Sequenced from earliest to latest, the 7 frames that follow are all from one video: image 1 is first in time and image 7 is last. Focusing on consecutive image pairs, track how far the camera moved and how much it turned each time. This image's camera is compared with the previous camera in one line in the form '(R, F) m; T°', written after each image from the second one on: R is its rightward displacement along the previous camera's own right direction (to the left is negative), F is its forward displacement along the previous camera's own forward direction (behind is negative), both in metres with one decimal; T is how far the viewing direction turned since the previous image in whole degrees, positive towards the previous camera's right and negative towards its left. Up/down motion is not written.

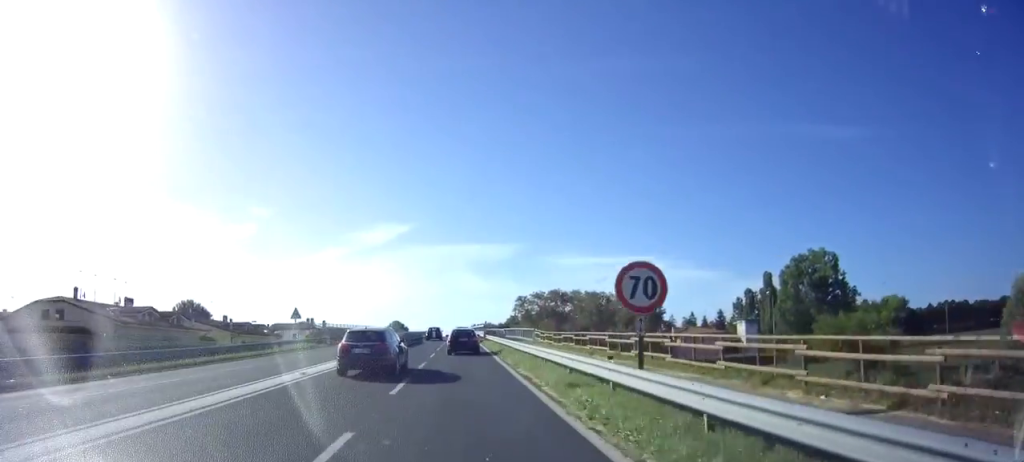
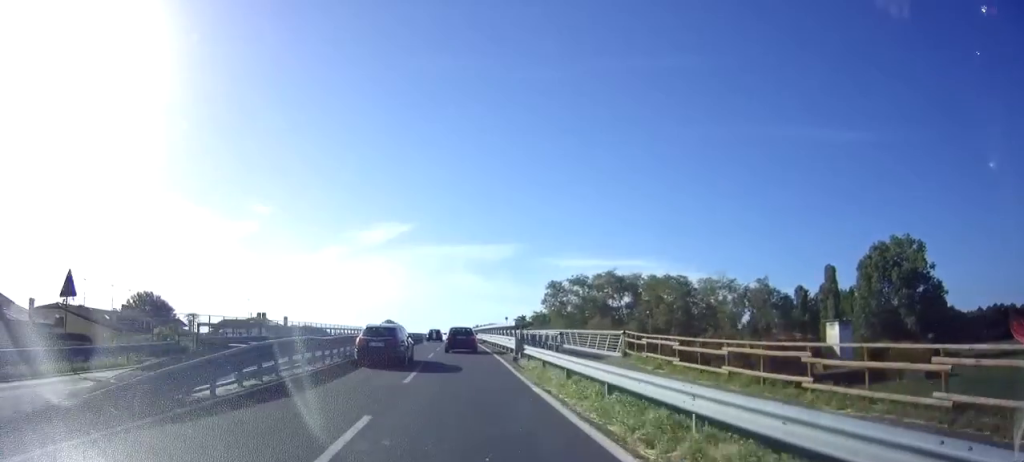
(0.0, +28.4) m; 0°
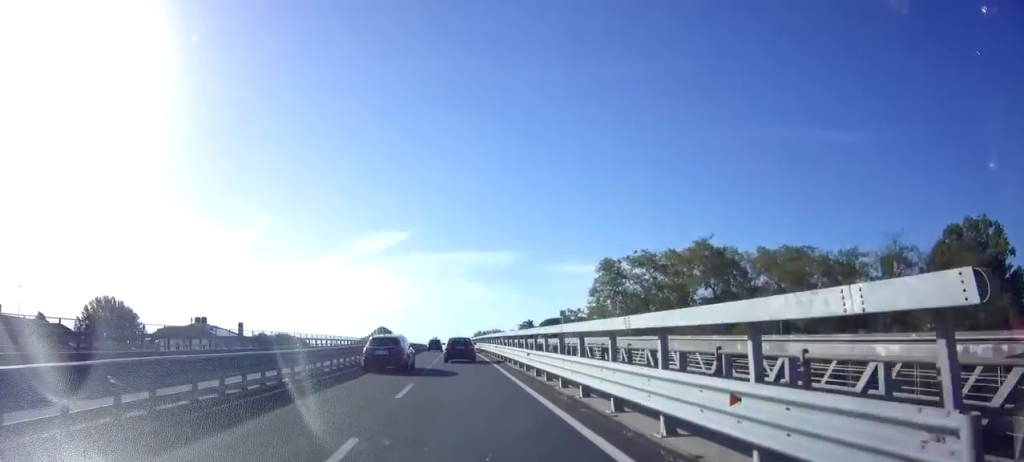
(+0.1, +20.6) m; 0°
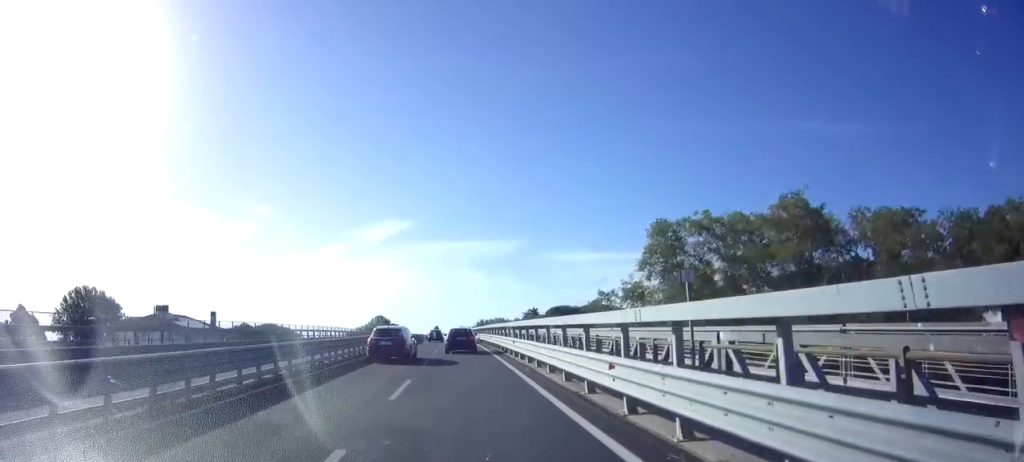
(0.0, +10.2) m; 0°
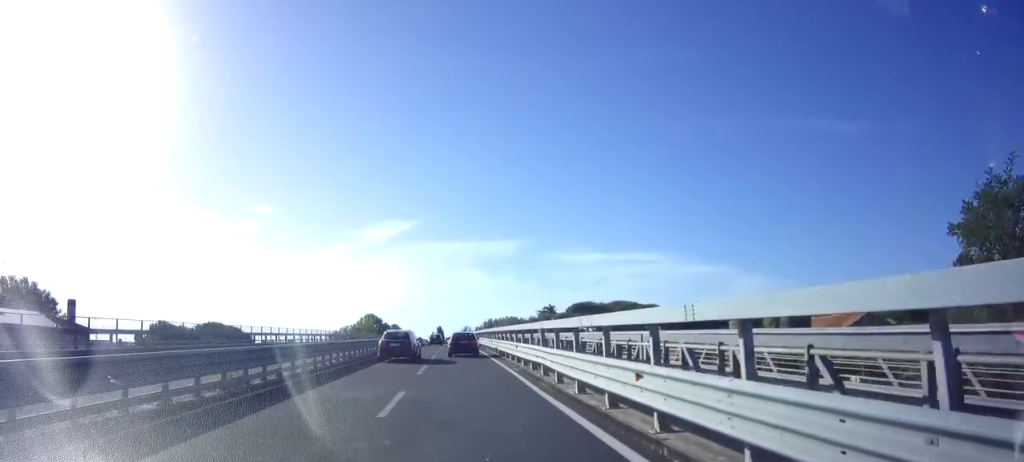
(-0.2, +28.3) m; -1°
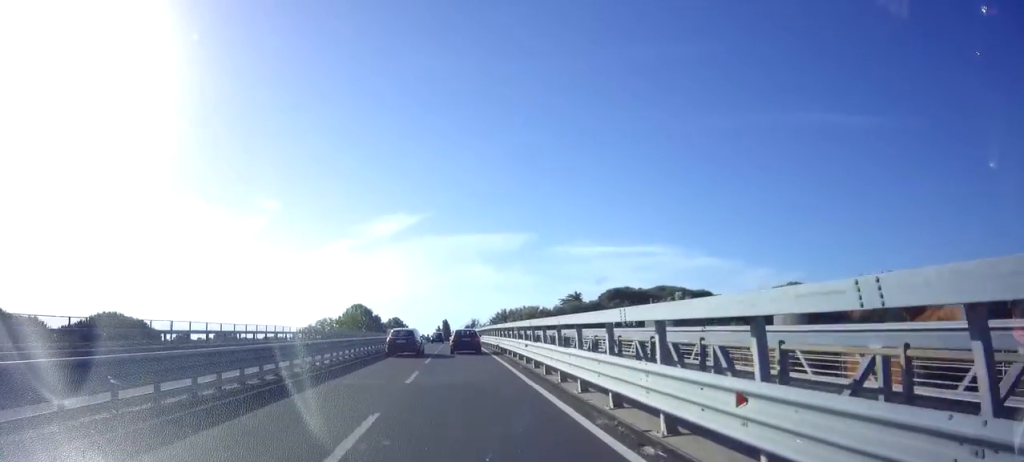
(+0.1, +29.1) m; -1°
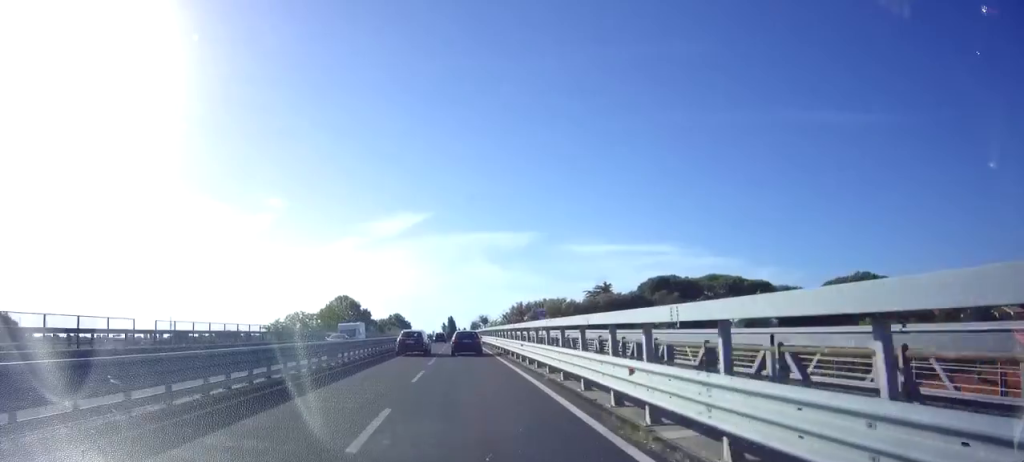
(-0.5, +24.2) m; -1°
